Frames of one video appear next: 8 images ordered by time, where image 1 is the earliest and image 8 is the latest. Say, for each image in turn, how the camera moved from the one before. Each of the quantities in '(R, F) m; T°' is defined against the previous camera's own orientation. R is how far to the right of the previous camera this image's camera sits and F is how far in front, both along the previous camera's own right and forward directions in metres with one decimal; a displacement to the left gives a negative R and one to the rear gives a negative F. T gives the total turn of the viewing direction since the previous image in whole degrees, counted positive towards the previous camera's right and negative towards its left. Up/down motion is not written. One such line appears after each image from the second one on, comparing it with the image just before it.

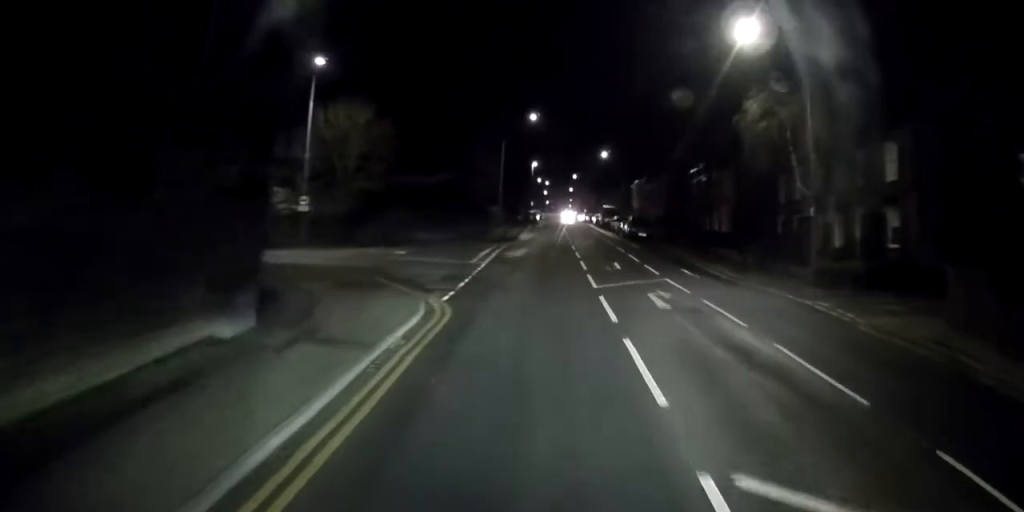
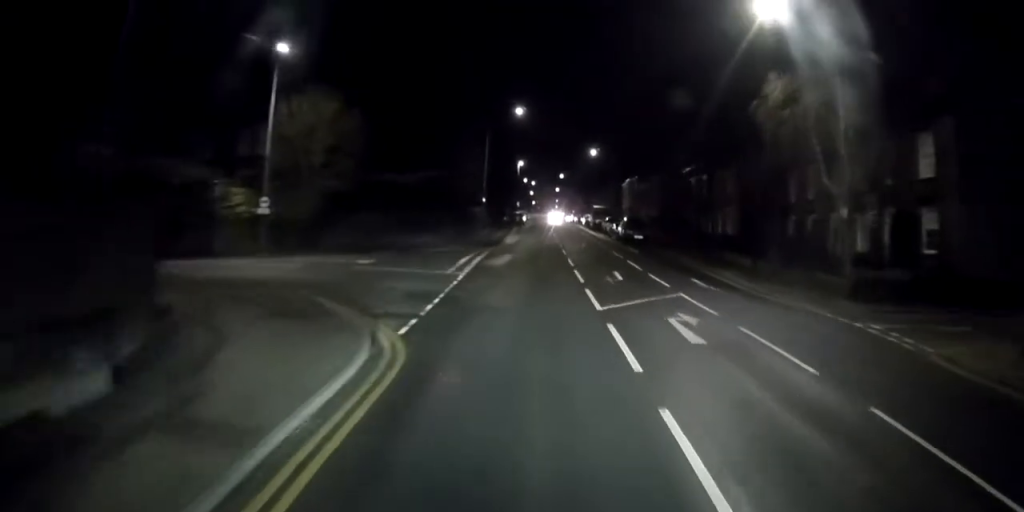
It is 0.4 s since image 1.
(+0.1, +3.9) m; +1°
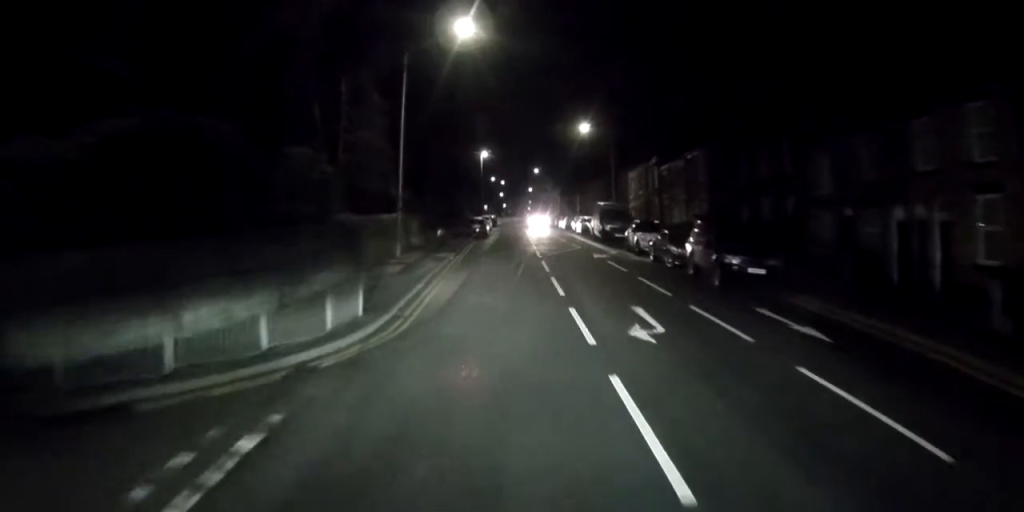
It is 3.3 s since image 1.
(-0.2, +26.9) m; 0°
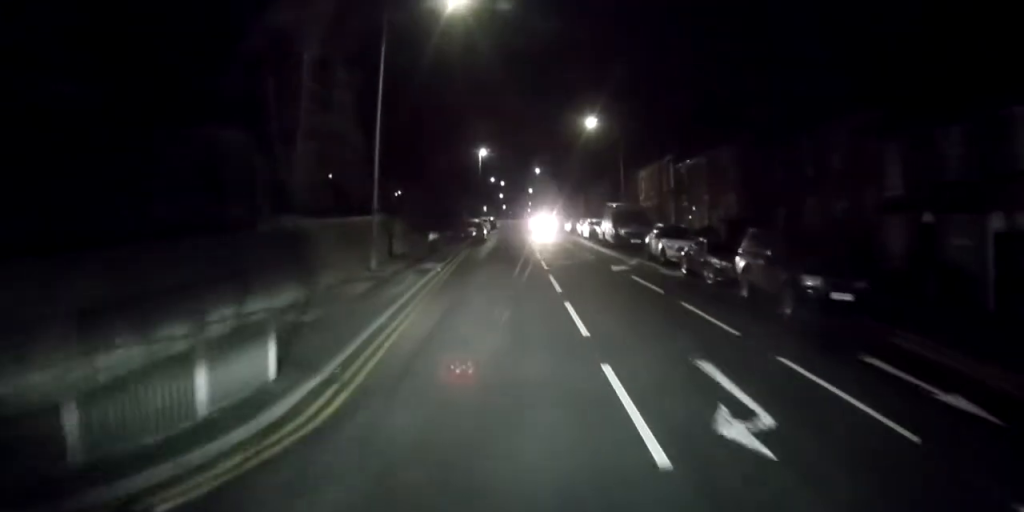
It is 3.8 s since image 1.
(0.0, +5.3) m; 0°
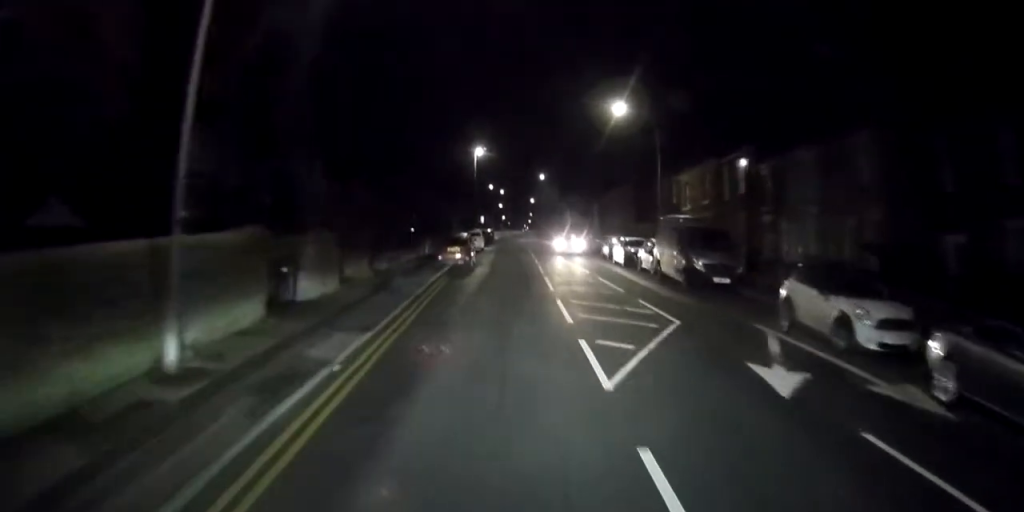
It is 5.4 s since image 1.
(+0.1, +14.9) m; +1°
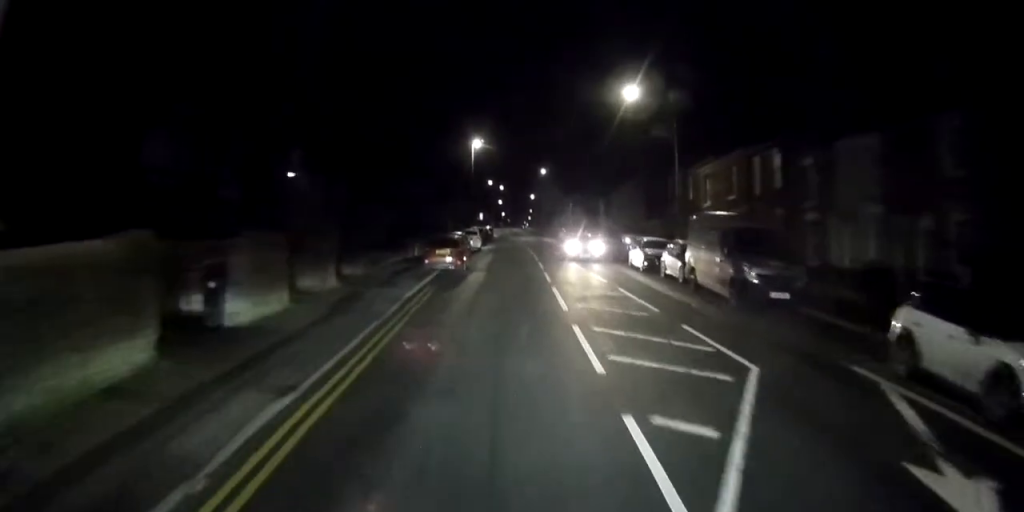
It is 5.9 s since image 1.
(0.0, +4.9) m; 0°
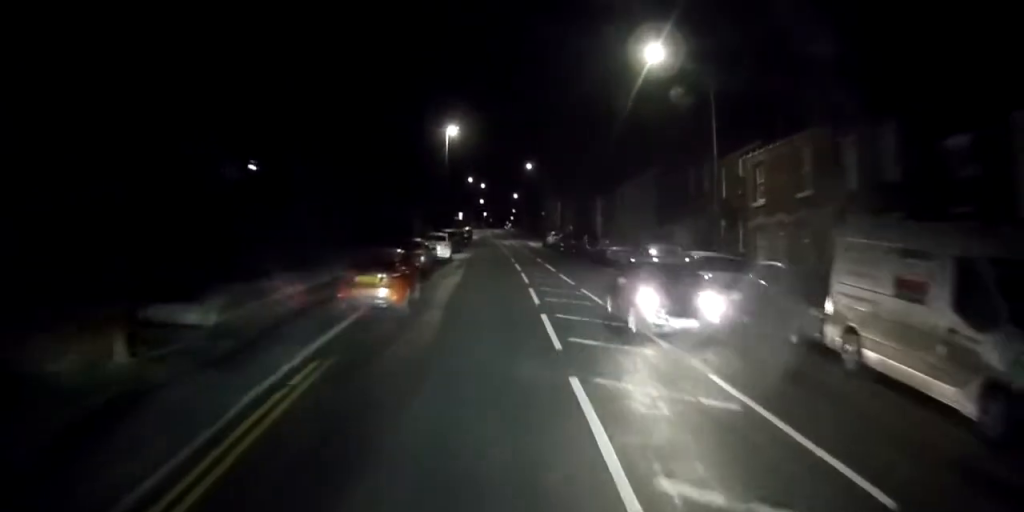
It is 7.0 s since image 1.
(+0.1, +11.1) m; +1°
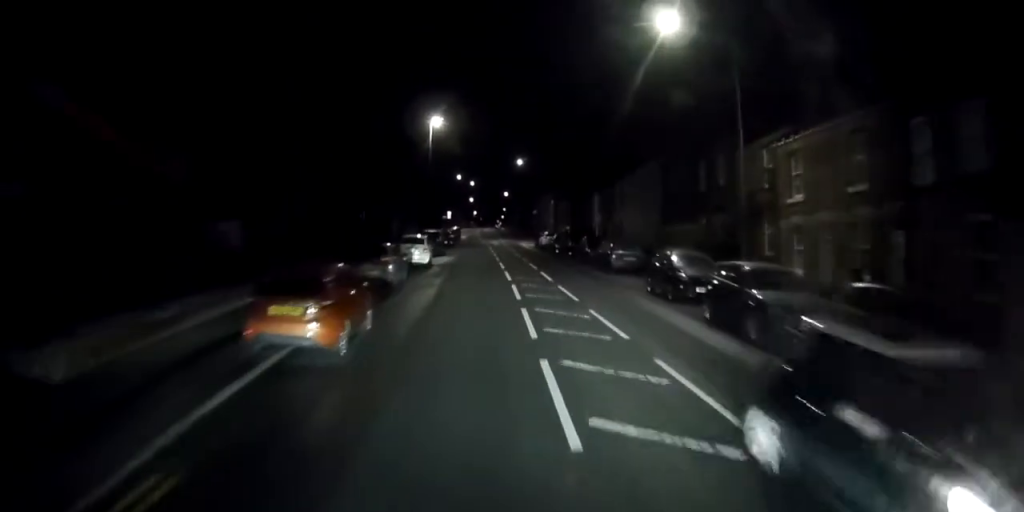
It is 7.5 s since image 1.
(0.0, +4.9) m; 0°
